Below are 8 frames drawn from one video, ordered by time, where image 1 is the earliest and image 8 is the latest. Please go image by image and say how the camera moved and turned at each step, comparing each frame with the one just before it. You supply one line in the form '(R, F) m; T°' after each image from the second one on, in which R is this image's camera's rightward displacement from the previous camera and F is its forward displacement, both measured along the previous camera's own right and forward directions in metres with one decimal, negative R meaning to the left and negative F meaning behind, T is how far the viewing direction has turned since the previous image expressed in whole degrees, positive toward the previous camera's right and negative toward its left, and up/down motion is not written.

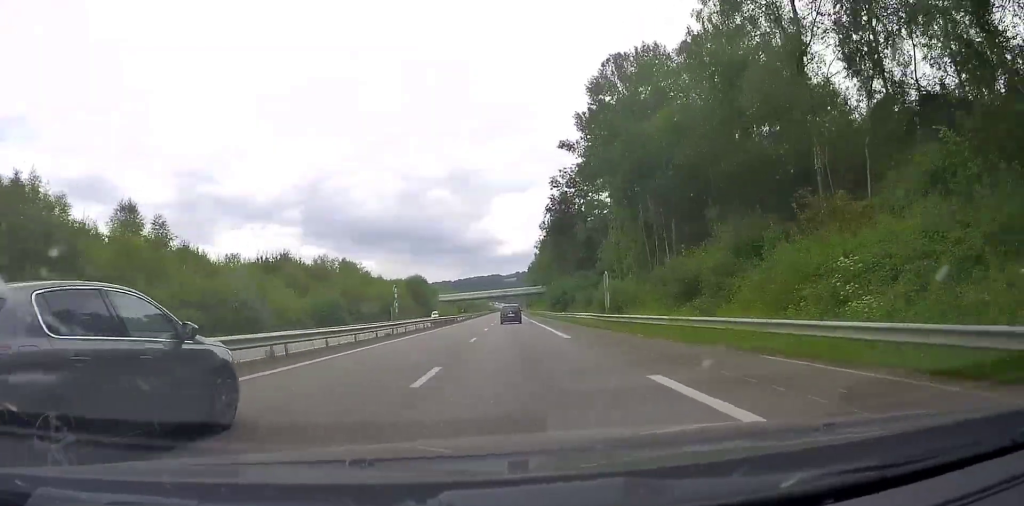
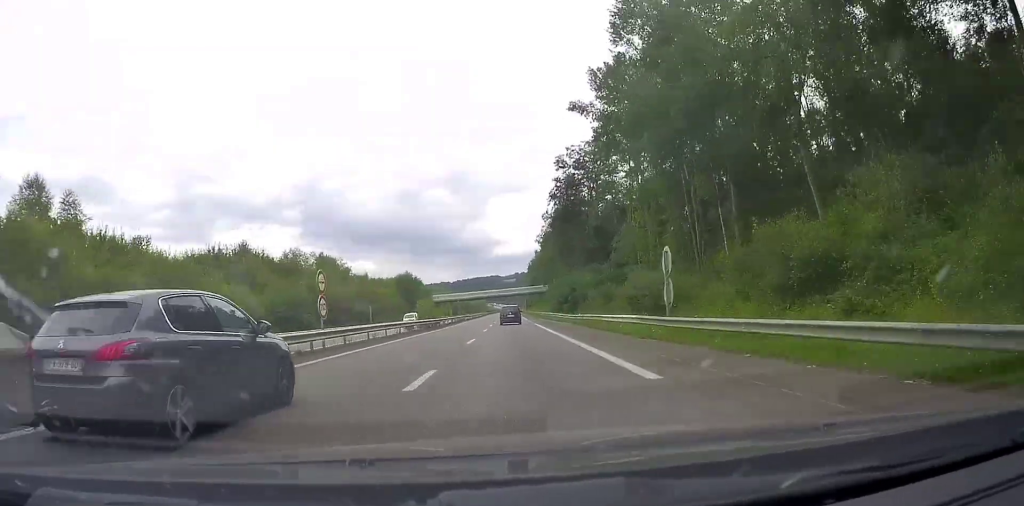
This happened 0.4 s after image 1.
(0.0, +12.5) m; 0°
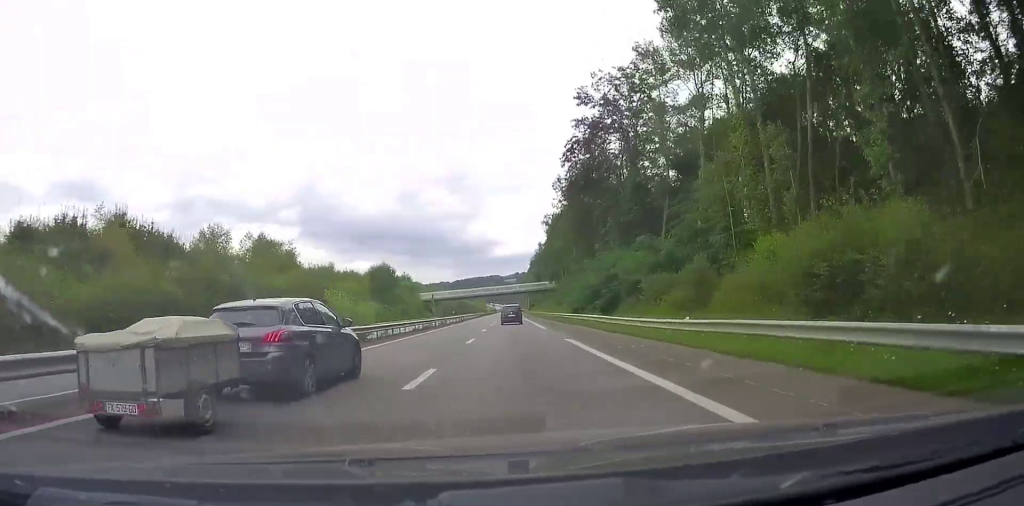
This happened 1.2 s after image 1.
(+0.1, +24.1) m; 0°
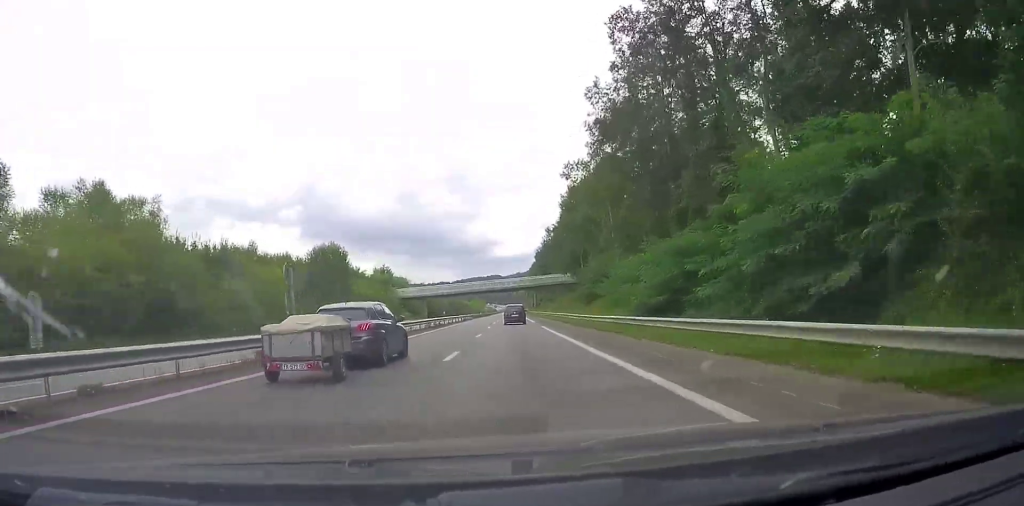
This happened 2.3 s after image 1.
(-0.1, +28.8) m; 0°
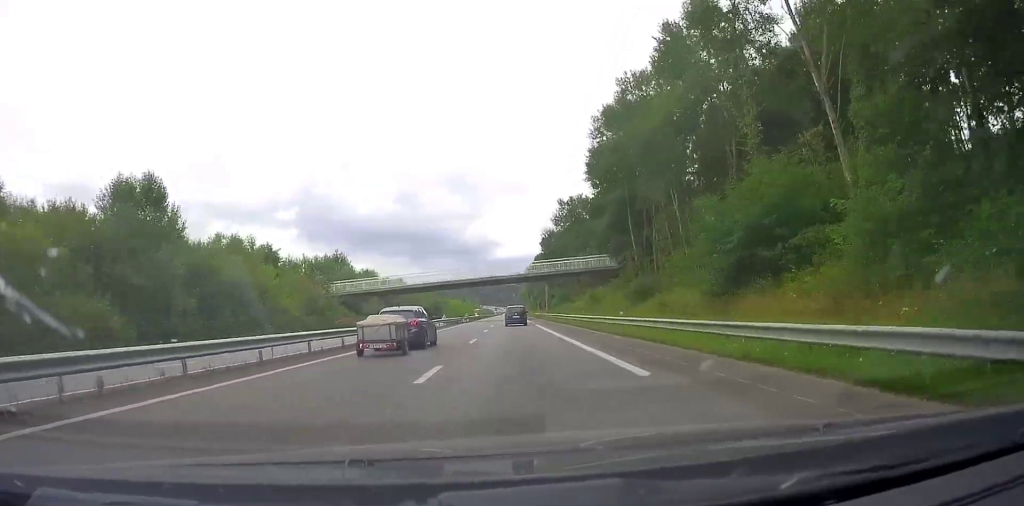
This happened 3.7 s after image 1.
(-0.1, +37.6) m; 0°
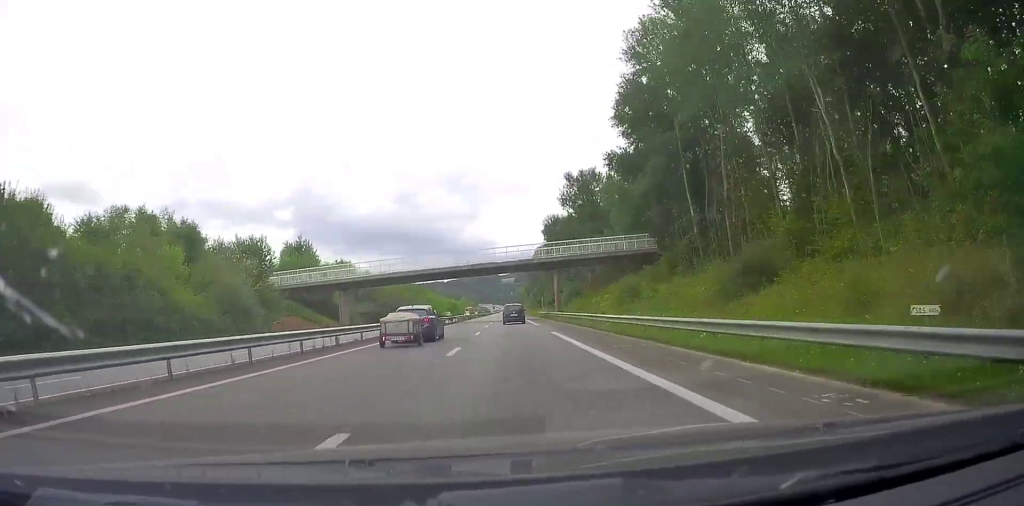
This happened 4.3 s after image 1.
(0.0, +18.9) m; 0°
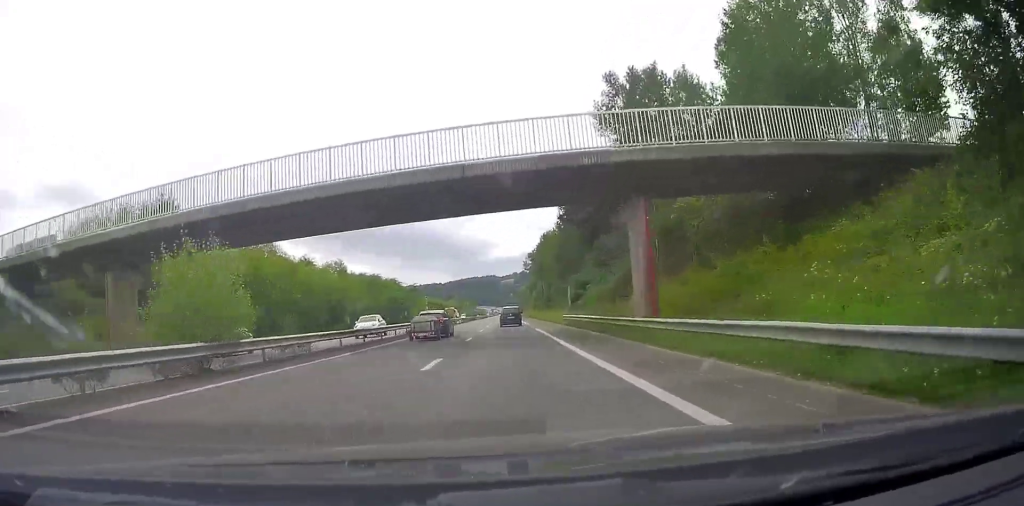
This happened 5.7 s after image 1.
(+0.4, +40.8) m; 0°
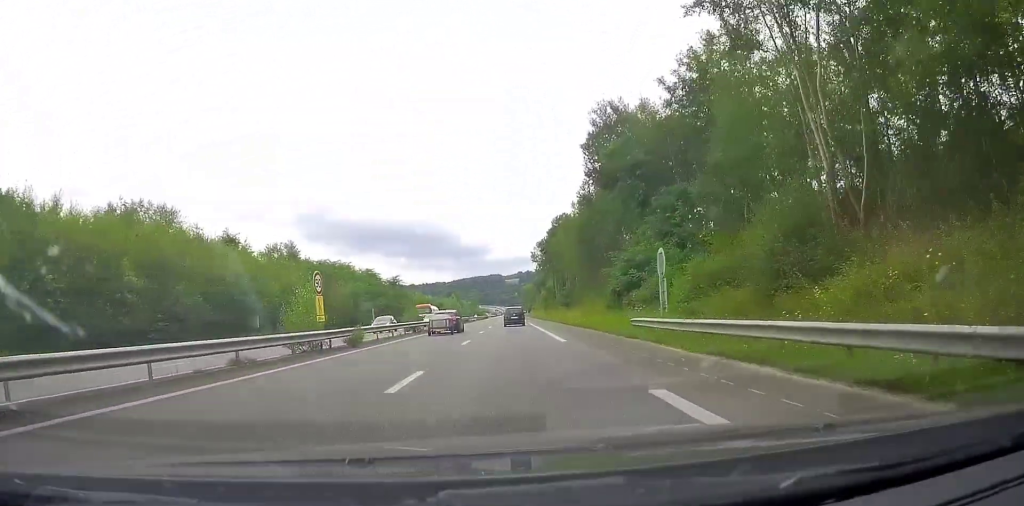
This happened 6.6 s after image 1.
(-0.1, +29.1) m; -1°
